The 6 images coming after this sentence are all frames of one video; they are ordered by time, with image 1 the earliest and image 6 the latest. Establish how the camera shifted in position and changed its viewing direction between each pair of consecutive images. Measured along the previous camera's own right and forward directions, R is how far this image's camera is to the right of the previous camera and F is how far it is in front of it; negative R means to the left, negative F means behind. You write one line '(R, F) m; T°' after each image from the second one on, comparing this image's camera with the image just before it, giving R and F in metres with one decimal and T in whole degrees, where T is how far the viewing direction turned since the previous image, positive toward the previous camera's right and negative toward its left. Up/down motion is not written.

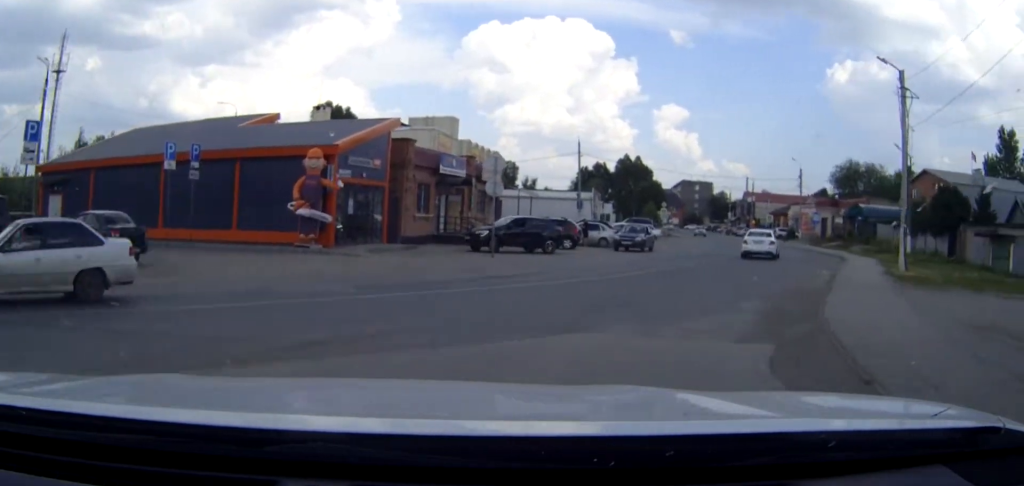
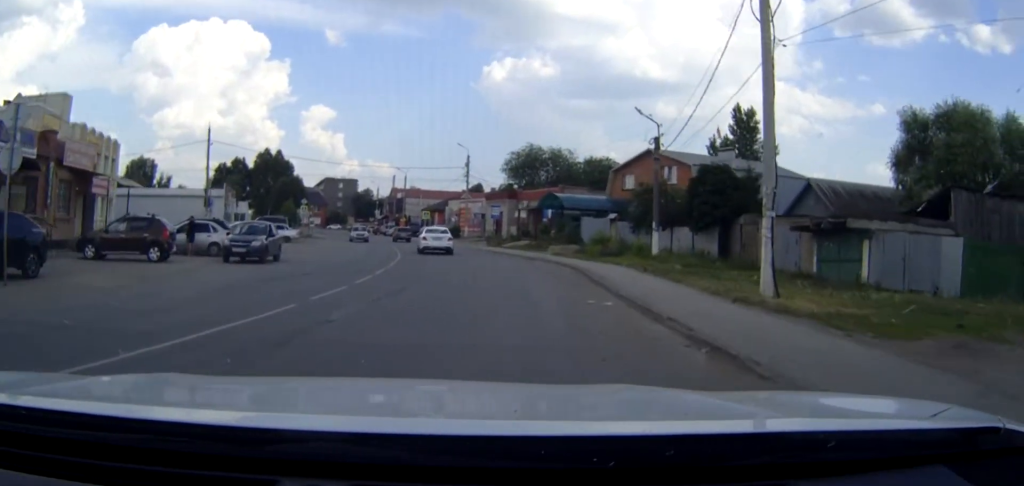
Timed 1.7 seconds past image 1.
(+3.2, +12.0) m; +24°
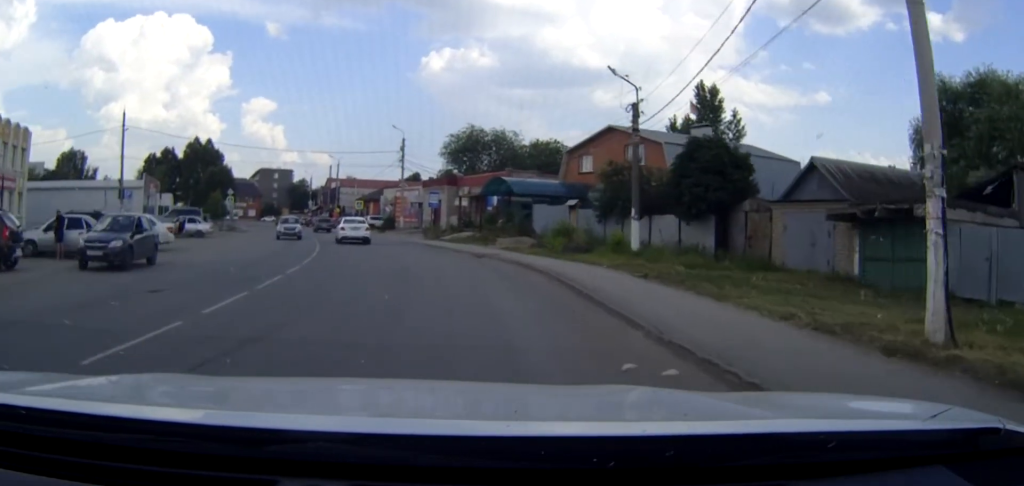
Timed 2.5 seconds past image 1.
(+0.5, +6.9) m; +5°
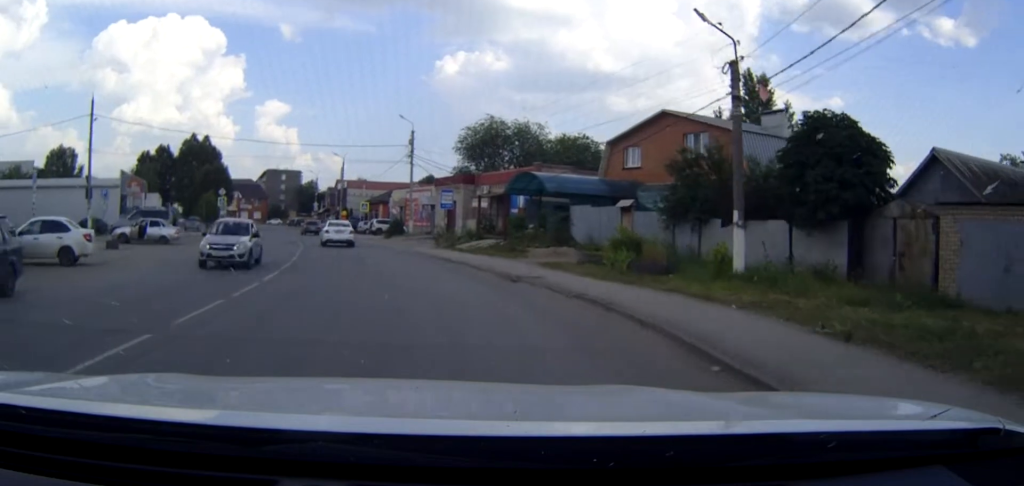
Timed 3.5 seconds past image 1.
(+0.2, +8.6) m; 0°
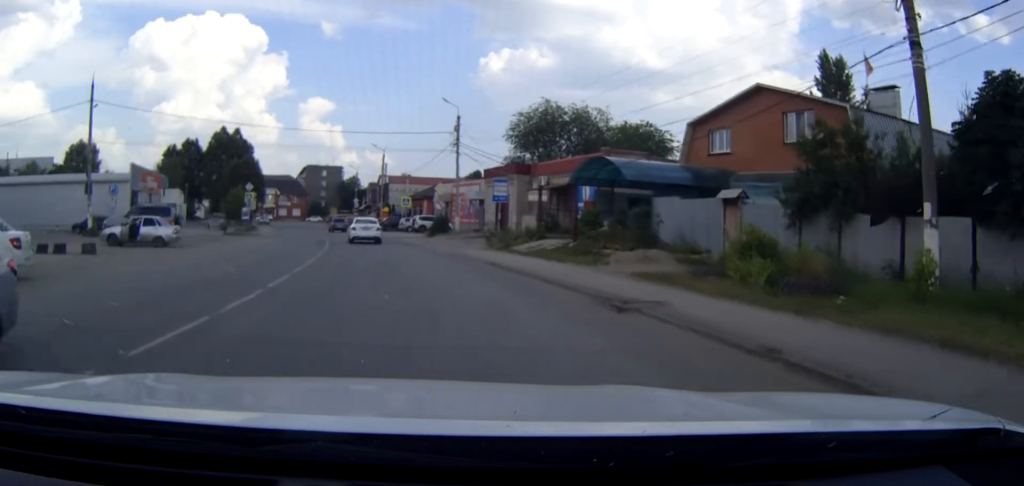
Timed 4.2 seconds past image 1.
(0.0, +6.6) m; -2°
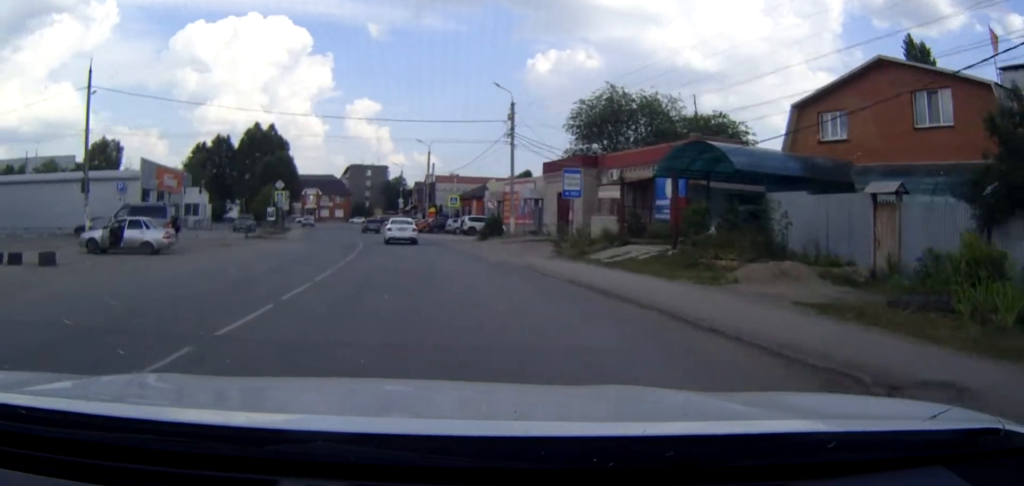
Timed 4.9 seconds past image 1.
(-0.1, +6.6) m; -3°
